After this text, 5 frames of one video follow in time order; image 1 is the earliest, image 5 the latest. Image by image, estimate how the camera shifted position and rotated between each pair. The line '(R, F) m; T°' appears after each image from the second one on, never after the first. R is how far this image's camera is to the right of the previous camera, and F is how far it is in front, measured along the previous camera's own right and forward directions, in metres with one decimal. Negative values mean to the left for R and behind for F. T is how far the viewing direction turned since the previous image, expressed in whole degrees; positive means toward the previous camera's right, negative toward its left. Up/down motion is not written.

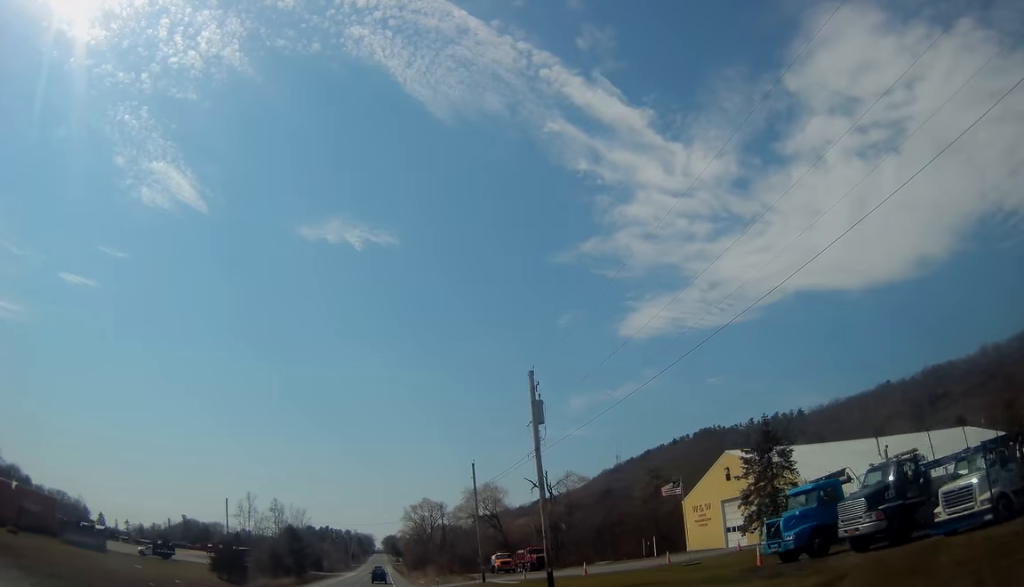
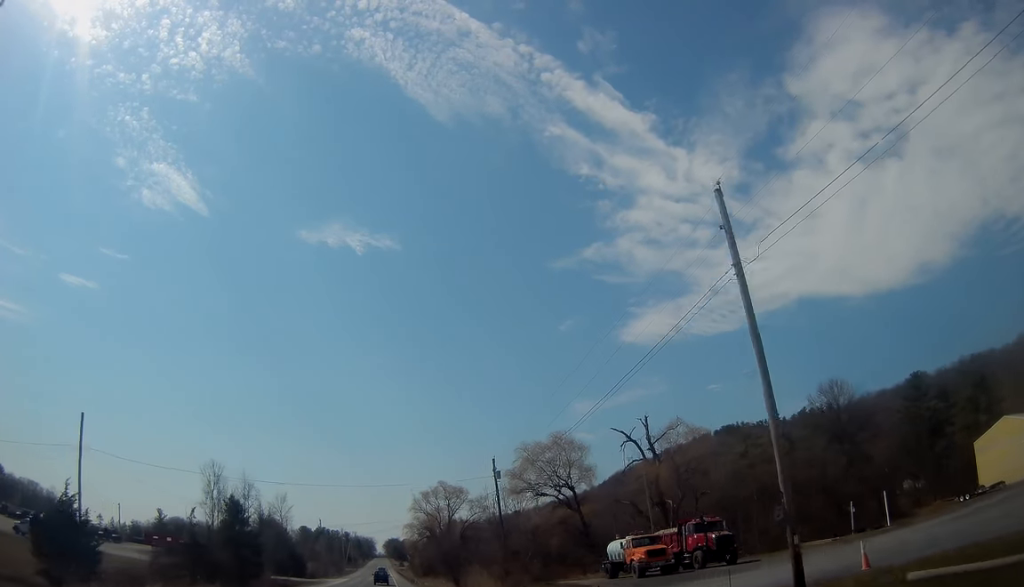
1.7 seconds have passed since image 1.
(+0.1, +42.3) m; 0°
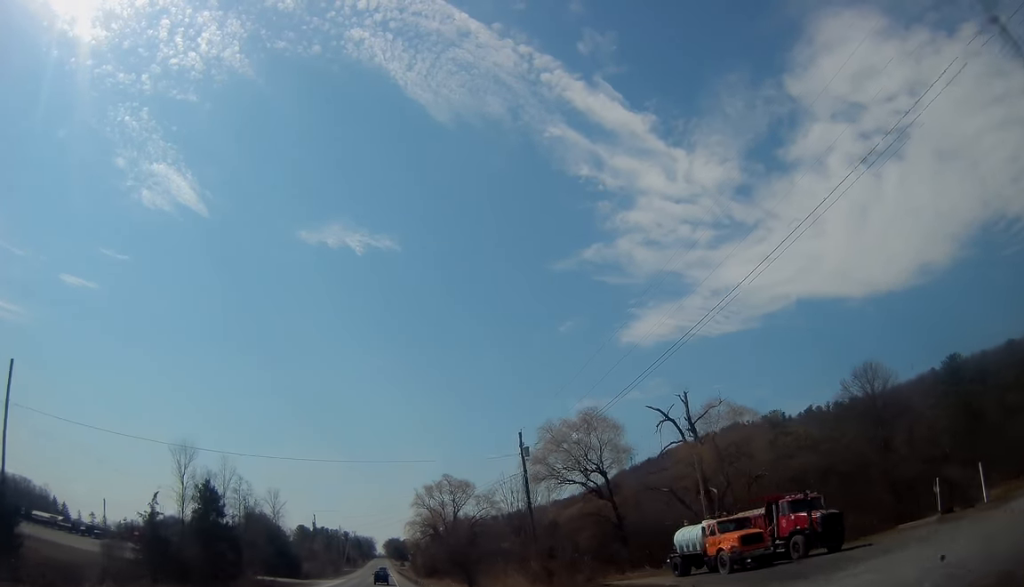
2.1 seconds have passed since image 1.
(0.0, +9.8) m; 0°
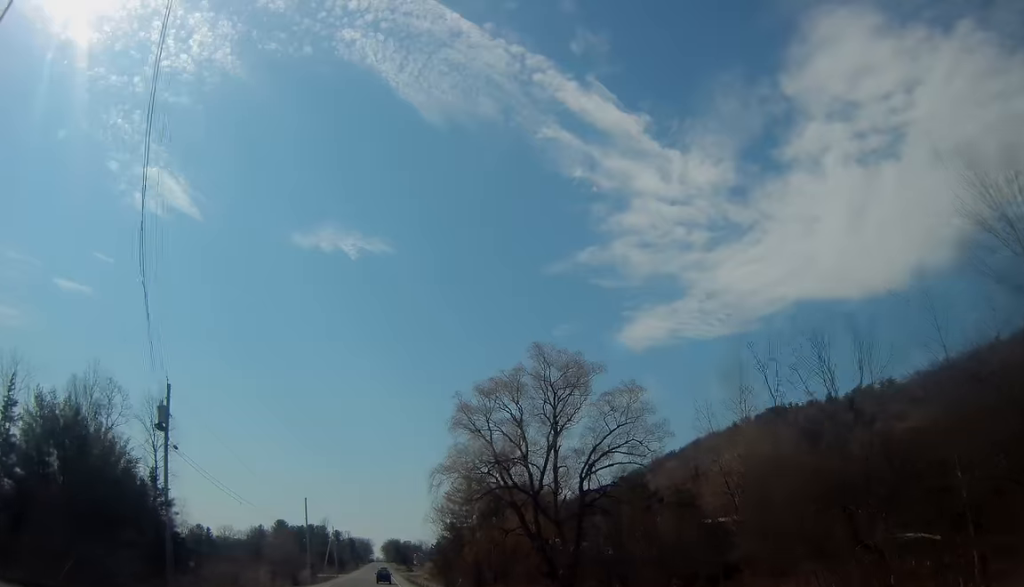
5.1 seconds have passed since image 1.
(+0.4, +74.0) m; +1°
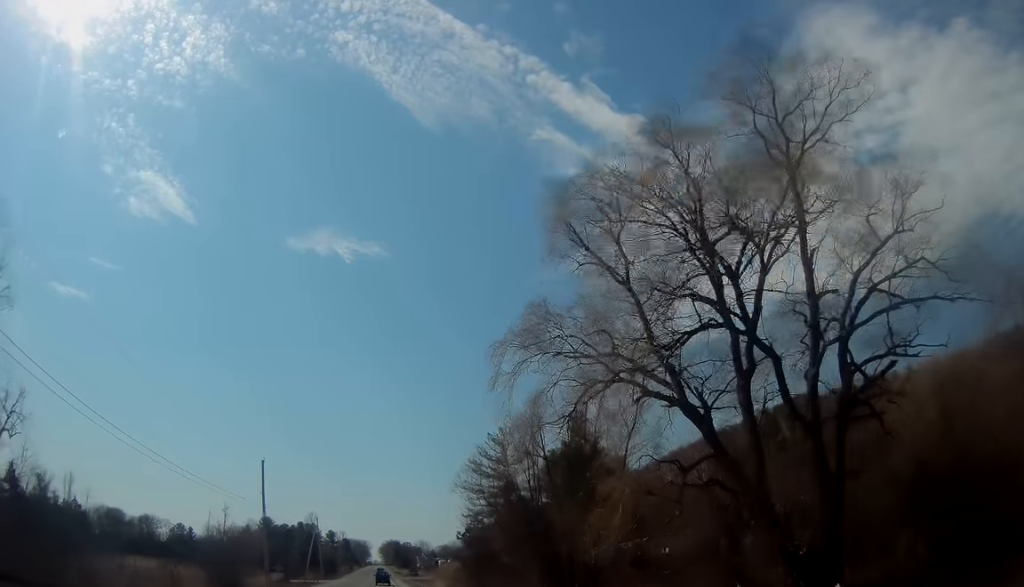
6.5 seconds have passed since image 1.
(+0.3, +34.4) m; 0°
